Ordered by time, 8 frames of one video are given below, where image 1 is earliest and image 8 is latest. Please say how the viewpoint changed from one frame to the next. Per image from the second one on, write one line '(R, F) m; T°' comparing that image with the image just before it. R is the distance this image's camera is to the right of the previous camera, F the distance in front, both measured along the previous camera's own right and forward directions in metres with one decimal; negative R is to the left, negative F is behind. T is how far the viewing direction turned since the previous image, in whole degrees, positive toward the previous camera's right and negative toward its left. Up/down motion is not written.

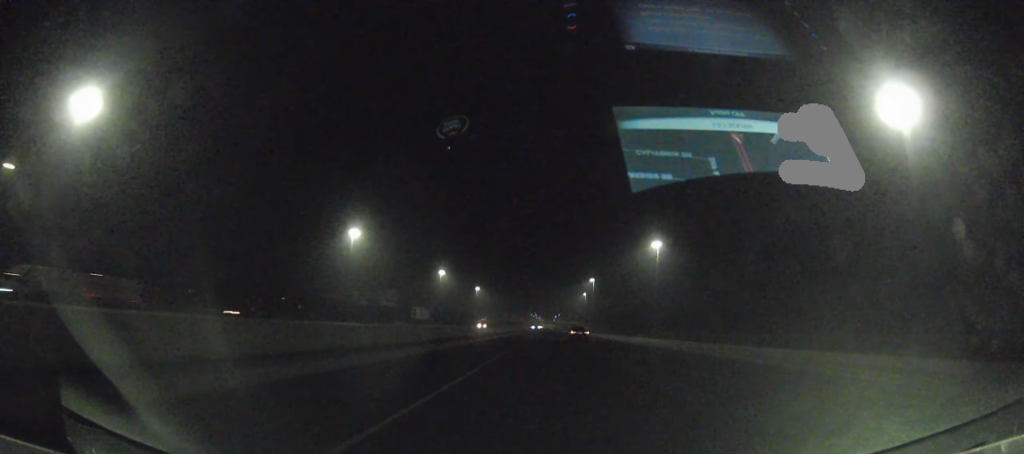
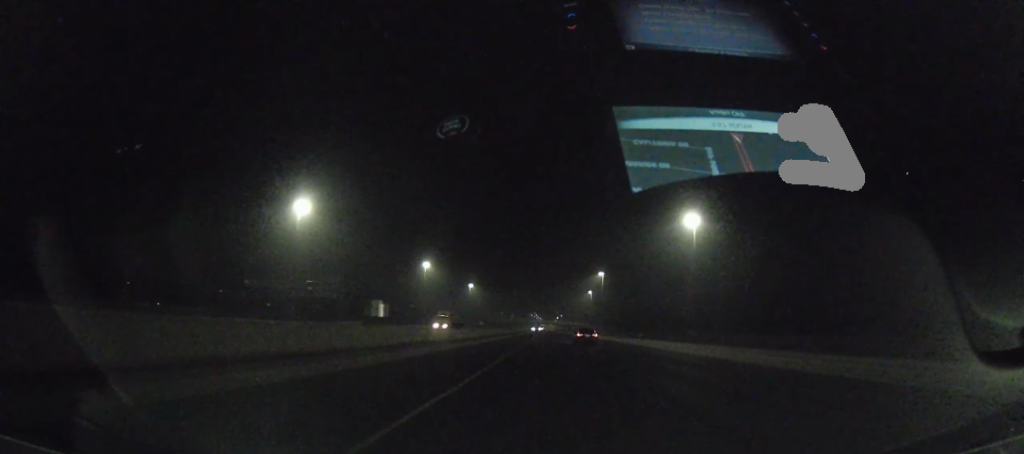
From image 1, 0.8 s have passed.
(0.0, +44.0) m; 0°
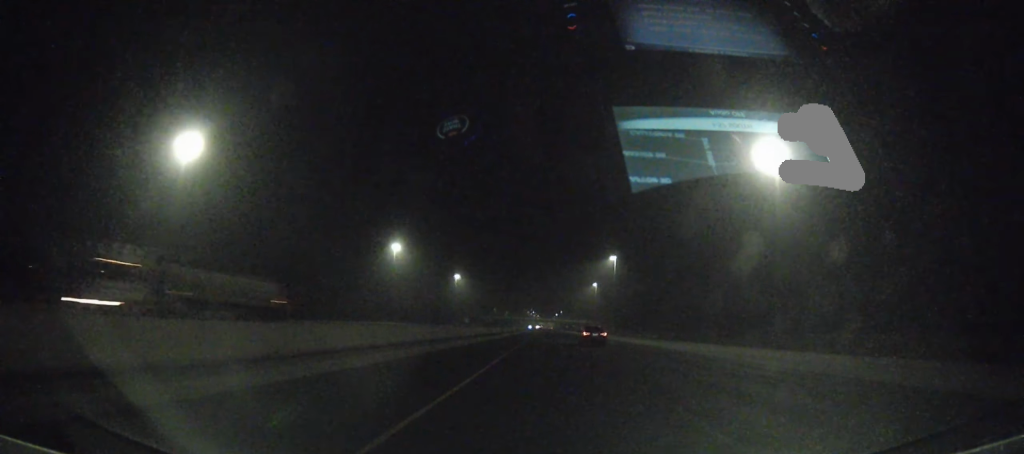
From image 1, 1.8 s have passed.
(+0.2, +52.4) m; 0°
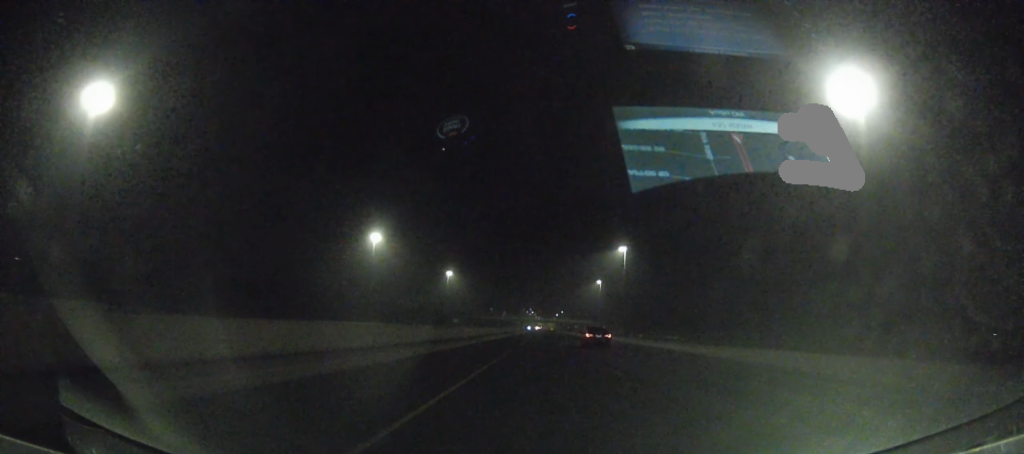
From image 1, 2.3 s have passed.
(0.0, +26.9) m; 0°
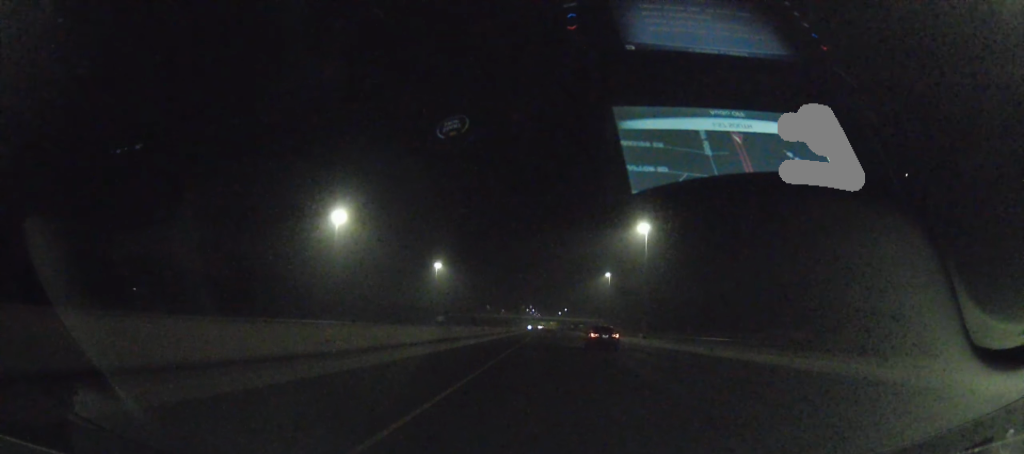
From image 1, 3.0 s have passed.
(-0.1, +37.2) m; 0°
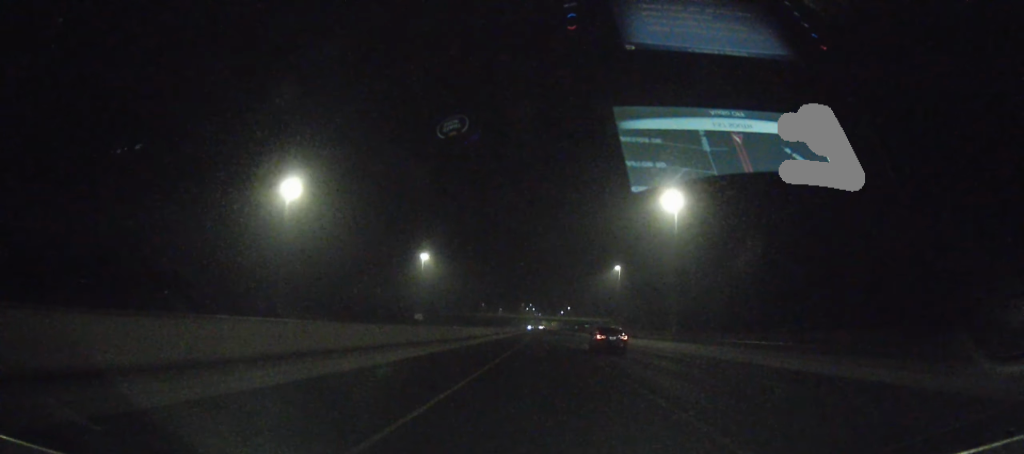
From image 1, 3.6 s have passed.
(0.0, +33.4) m; 0°
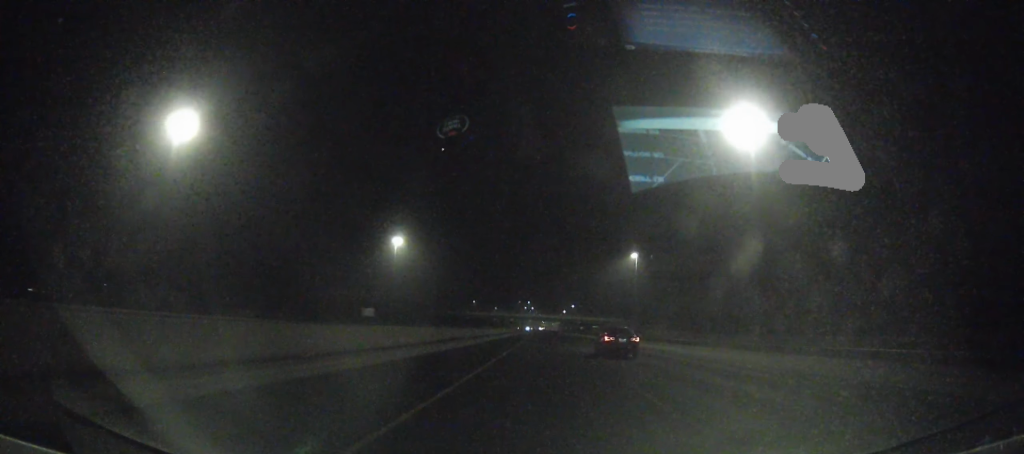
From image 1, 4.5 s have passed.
(+0.3, +45.1) m; 0°
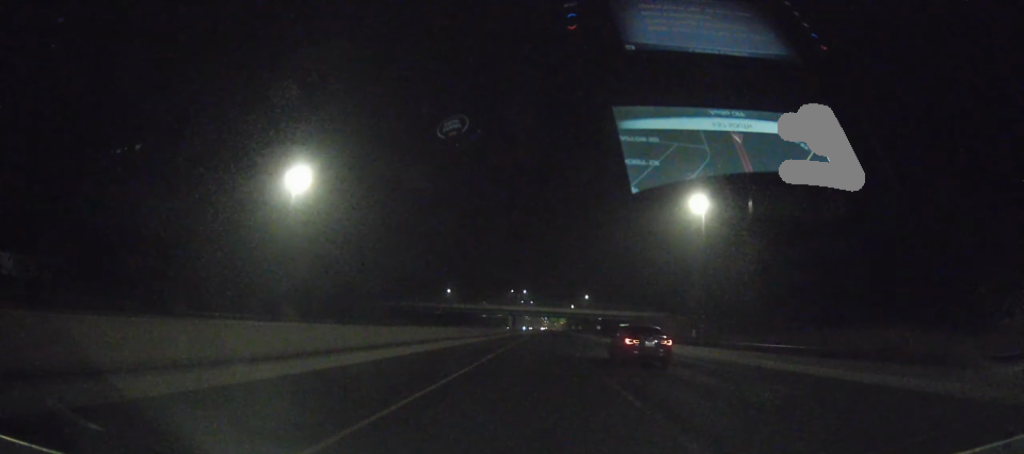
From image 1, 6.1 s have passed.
(-0.4, +83.6) m; 0°
